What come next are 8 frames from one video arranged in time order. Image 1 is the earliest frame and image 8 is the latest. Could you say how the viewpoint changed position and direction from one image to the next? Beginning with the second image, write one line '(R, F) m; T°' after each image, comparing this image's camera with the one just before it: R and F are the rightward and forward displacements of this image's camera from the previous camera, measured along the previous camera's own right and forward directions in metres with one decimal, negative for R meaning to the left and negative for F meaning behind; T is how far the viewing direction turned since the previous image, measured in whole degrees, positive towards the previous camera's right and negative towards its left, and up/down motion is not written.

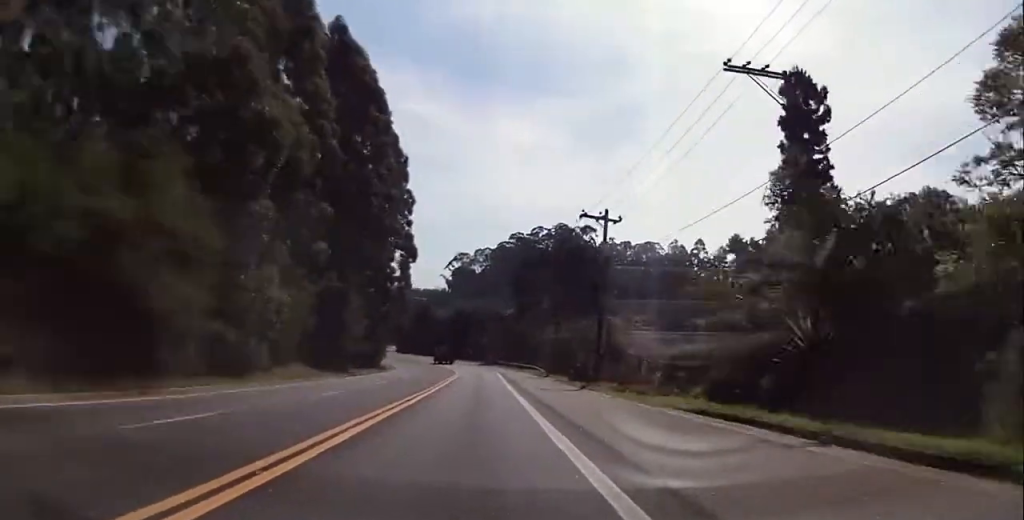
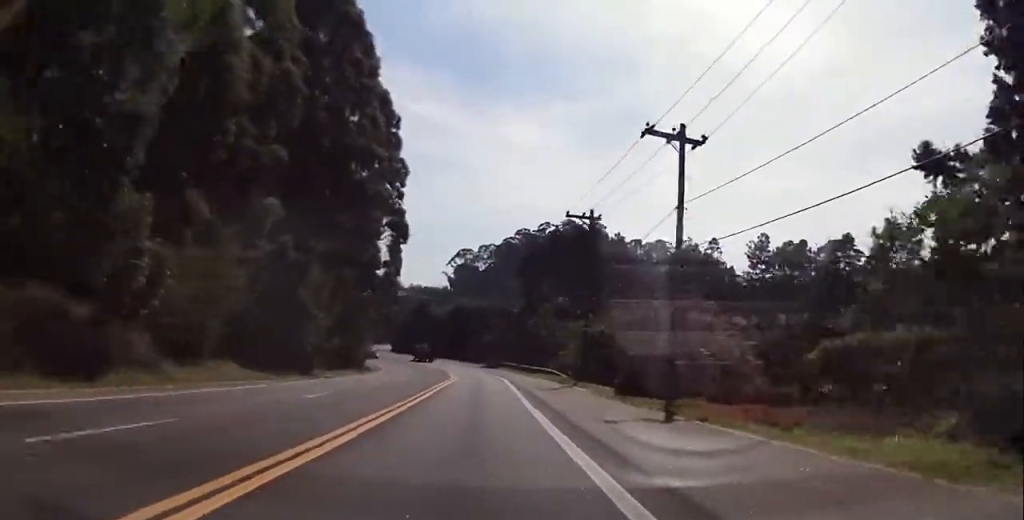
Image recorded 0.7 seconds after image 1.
(-0.1, +16.3) m; +2°
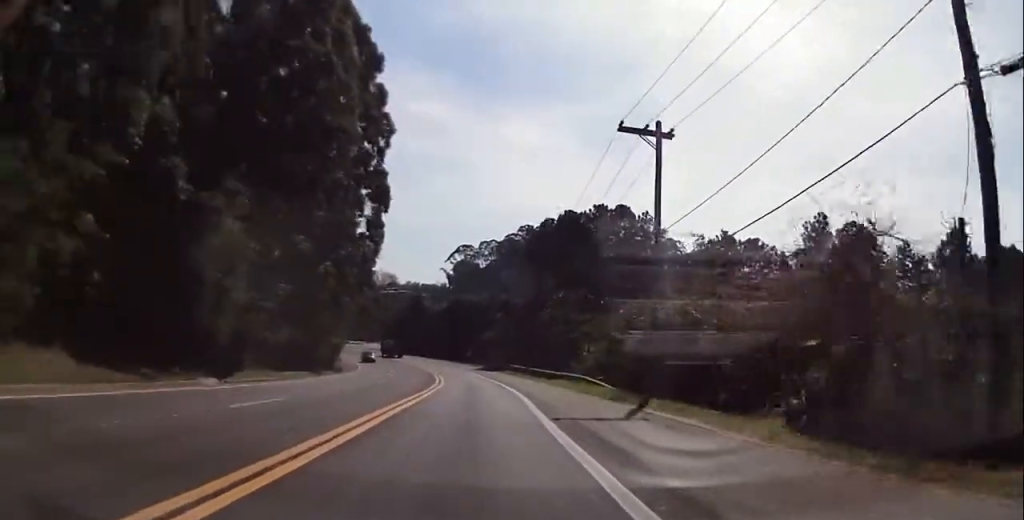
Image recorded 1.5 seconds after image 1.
(+0.5, +17.8) m; +4°
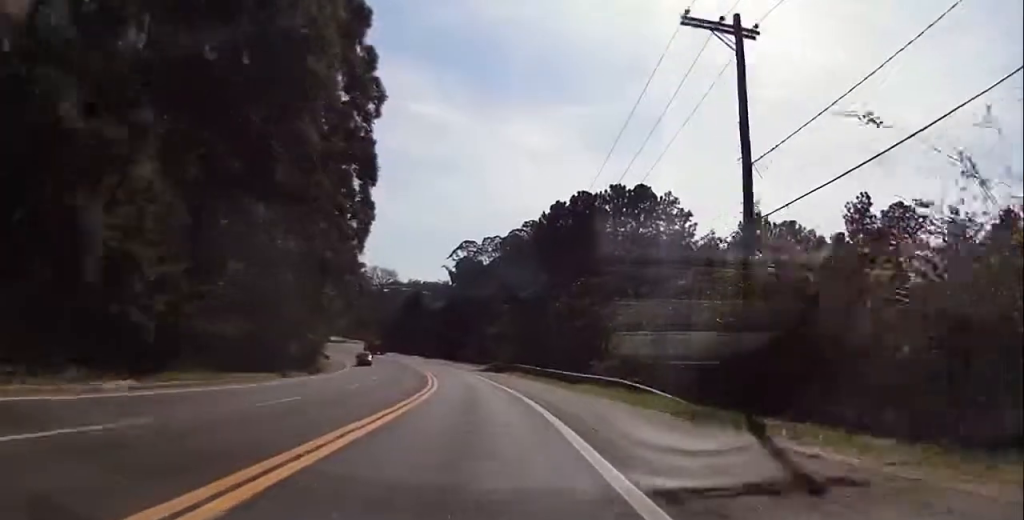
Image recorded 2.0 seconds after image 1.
(0.0, +9.9) m; 0°
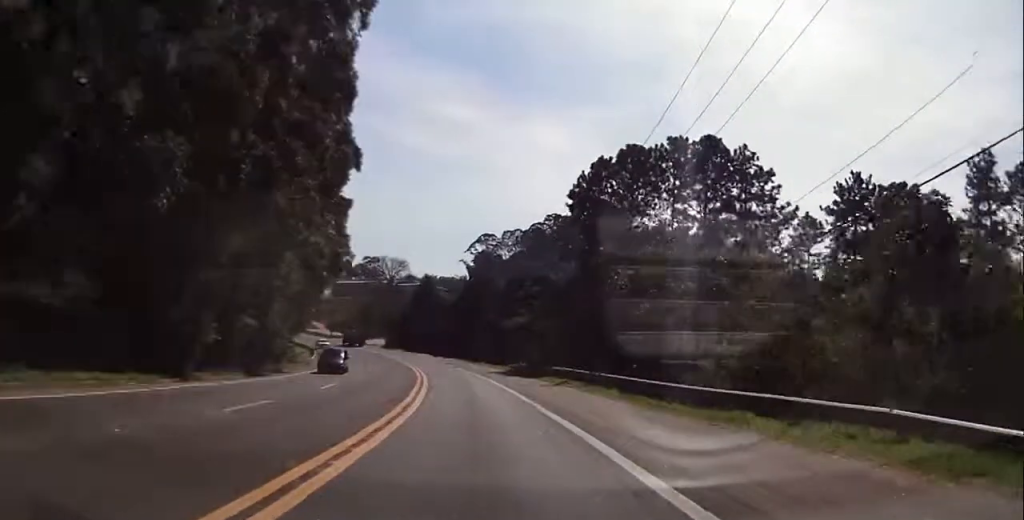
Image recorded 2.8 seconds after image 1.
(+1.5, +20.7) m; -14°
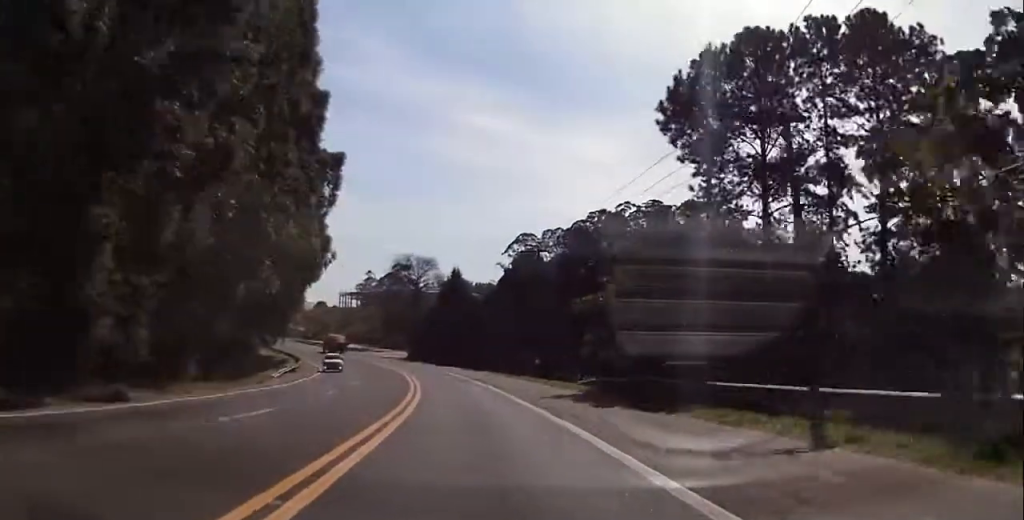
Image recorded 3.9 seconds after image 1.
(-8.1, +17.8) m; -12°
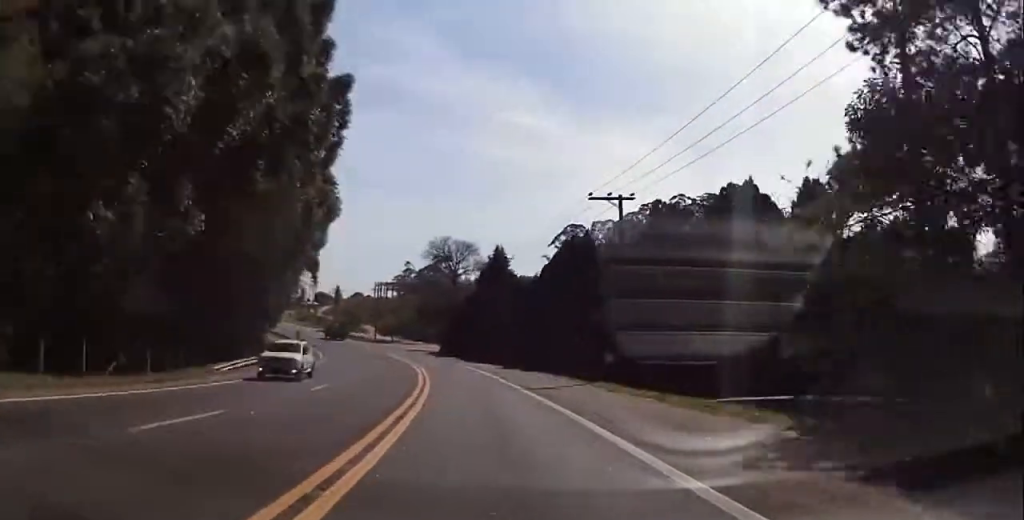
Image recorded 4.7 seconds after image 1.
(+3.9, +18.7) m; +8°
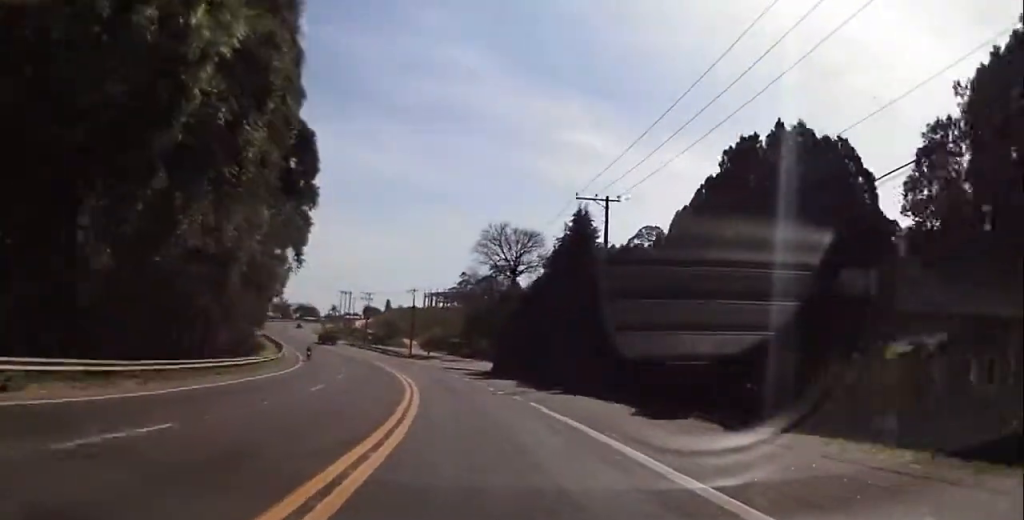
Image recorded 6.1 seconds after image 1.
(+0.1, +31.2) m; -4°
